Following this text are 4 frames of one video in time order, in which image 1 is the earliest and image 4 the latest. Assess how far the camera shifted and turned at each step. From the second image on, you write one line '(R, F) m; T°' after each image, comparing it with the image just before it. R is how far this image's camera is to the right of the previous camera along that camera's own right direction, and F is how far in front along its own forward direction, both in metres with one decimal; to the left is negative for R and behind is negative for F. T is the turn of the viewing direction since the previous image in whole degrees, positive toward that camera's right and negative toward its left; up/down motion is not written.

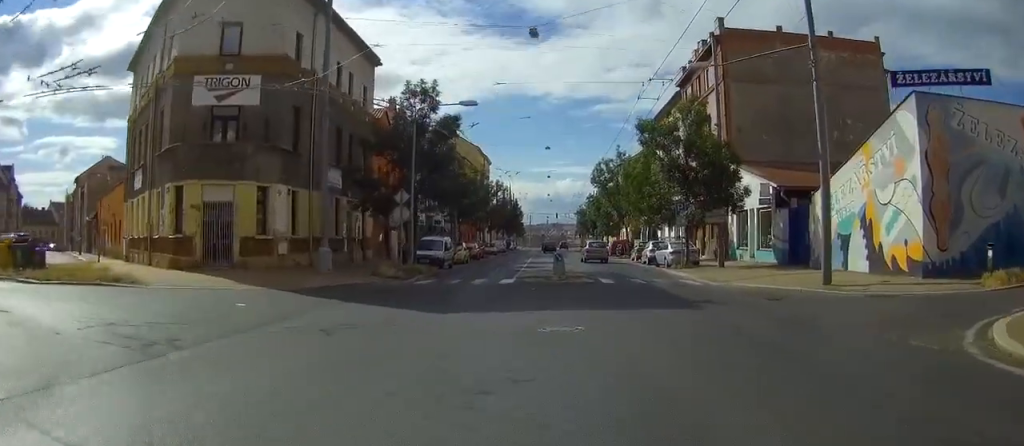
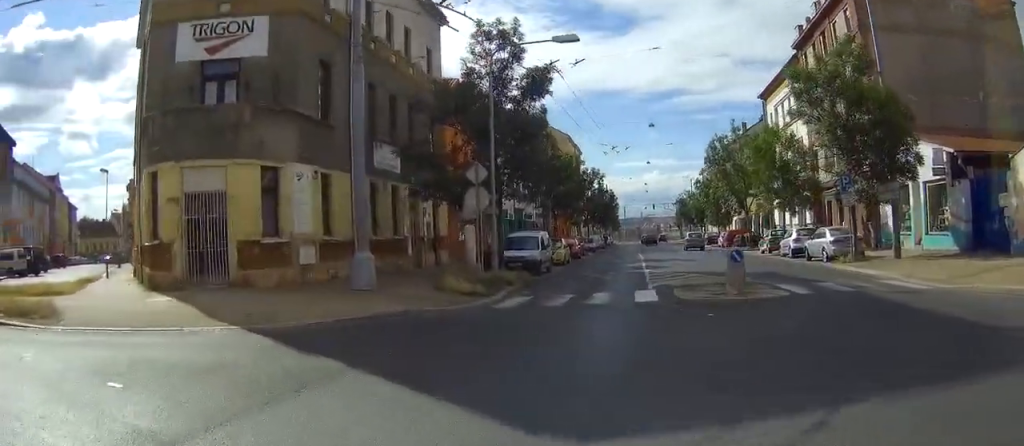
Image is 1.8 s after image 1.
(-0.6, +11.2) m; -18°
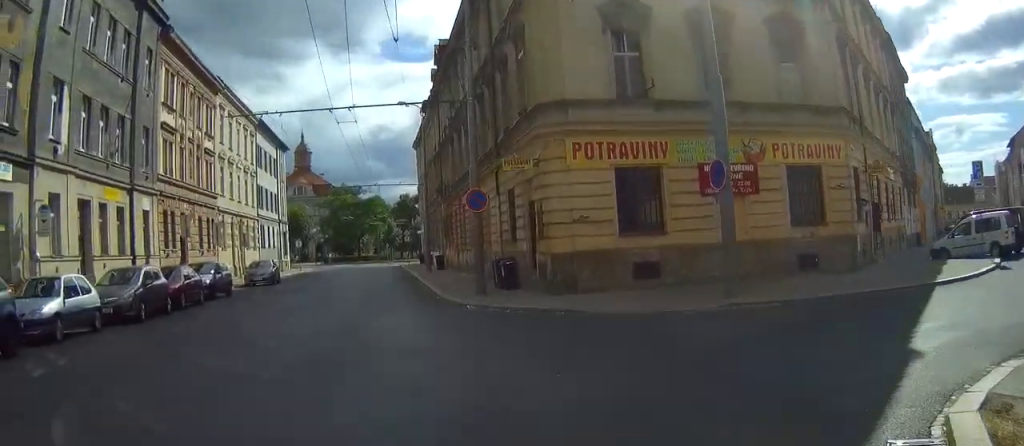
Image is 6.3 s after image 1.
(-17.3, +16.3) m; -76°
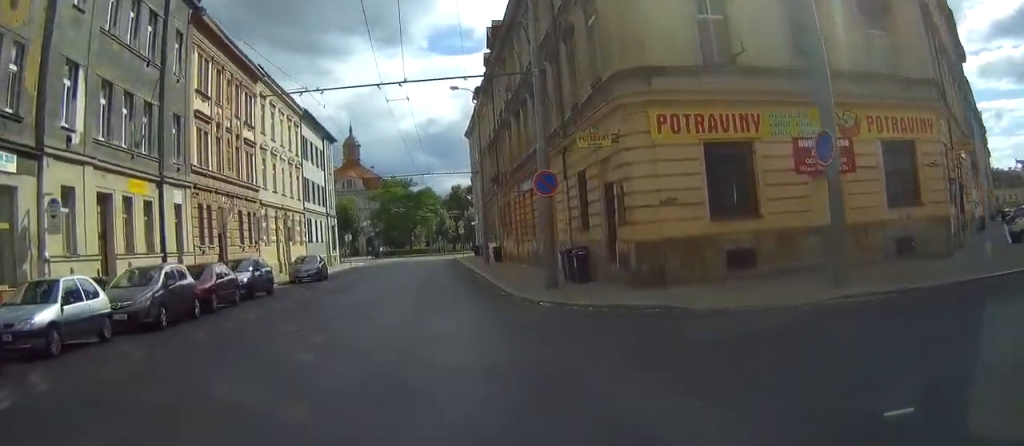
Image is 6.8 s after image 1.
(0.0, +2.5) m; -3°
